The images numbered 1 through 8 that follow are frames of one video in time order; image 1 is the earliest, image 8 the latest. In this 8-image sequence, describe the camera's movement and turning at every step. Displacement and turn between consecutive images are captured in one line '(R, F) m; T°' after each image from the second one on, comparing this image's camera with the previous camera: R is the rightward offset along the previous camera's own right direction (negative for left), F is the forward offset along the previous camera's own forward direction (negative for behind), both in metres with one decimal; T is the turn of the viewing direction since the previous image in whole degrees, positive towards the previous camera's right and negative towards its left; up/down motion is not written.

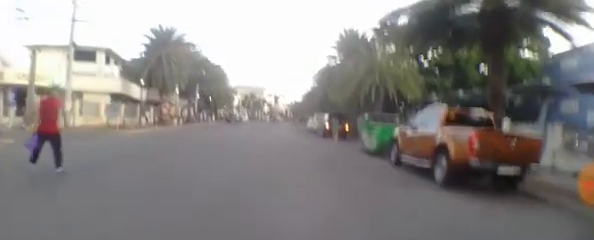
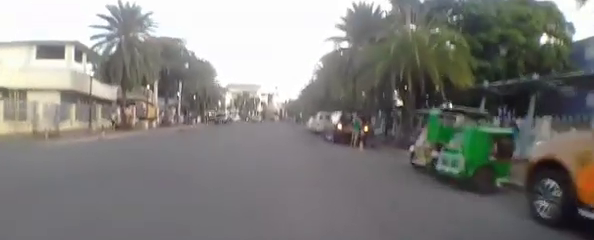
(-0.2, +6.9) m; -2°
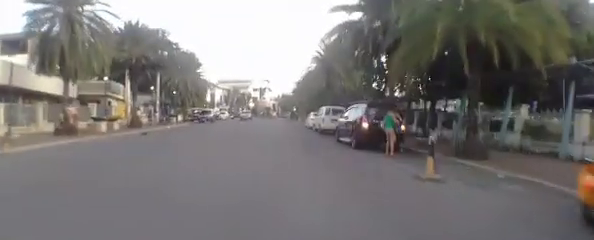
(-0.1, +6.0) m; -1°
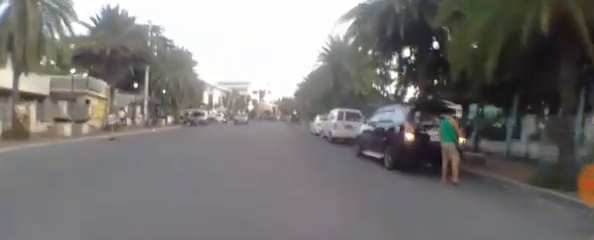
(0.0, +4.2) m; +2°
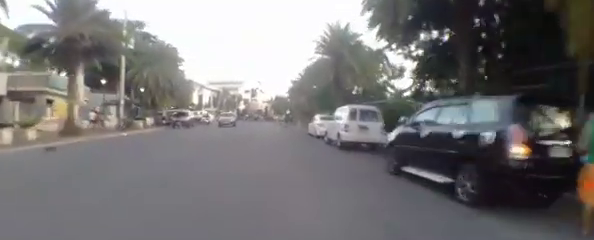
(0.0, +4.2) m; +2°
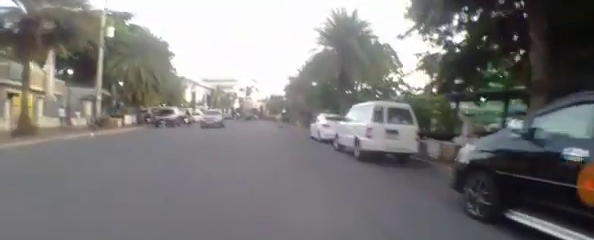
(+0.2, +3.6) m; +1°
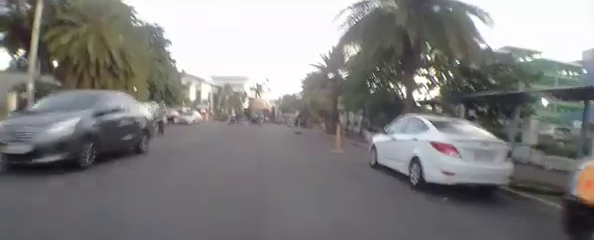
(-0.1, +10.4) m; +1°
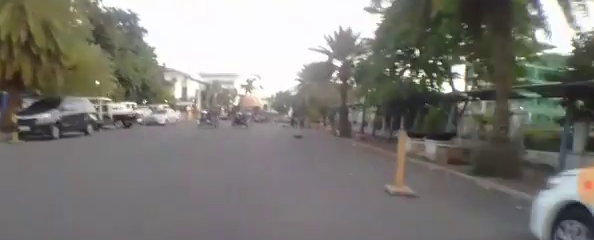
(+0.2, +6.6) m; +2°
